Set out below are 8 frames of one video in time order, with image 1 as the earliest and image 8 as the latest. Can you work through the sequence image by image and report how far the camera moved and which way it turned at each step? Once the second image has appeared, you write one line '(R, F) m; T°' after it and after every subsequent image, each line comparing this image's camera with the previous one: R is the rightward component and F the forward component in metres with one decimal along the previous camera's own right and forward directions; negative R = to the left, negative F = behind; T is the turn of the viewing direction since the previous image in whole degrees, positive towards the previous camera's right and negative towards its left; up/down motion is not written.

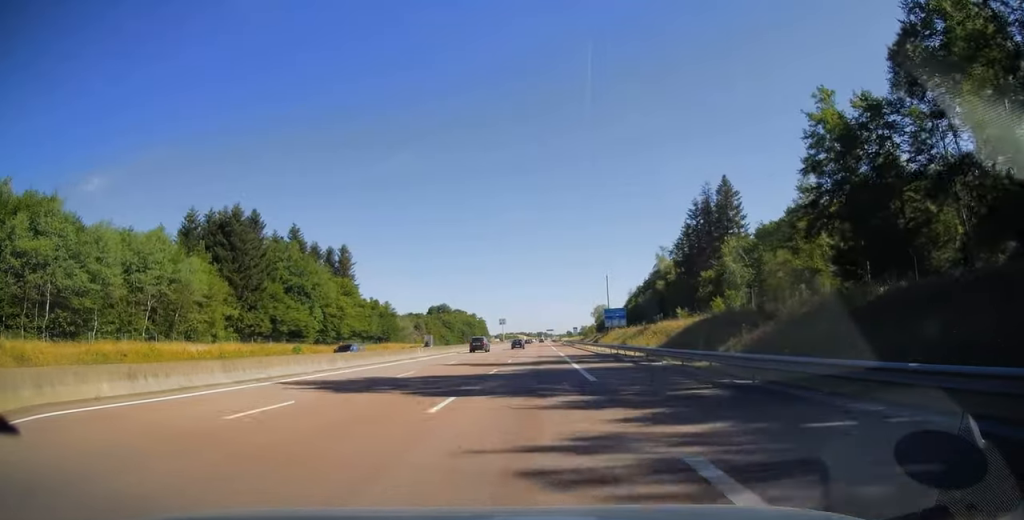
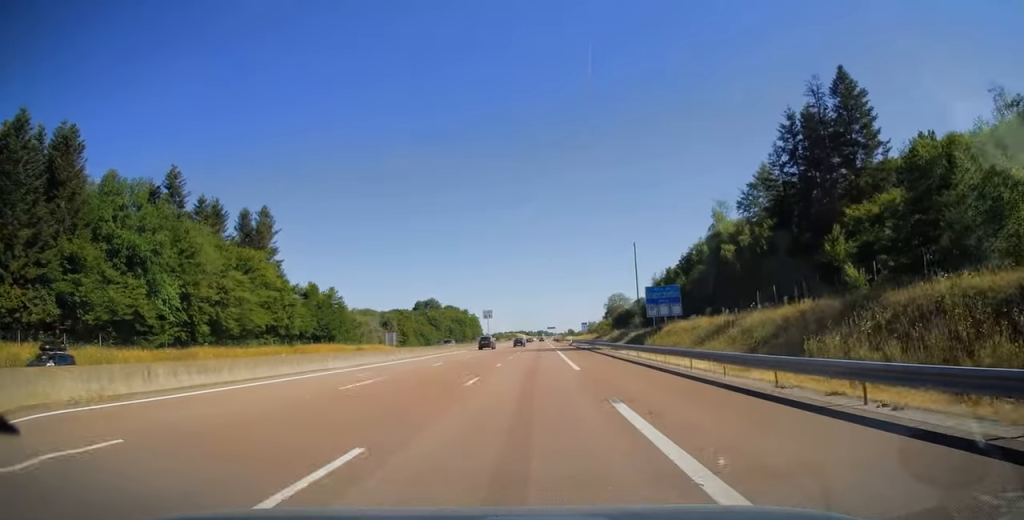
(+0.1, +45.9) m; 0°
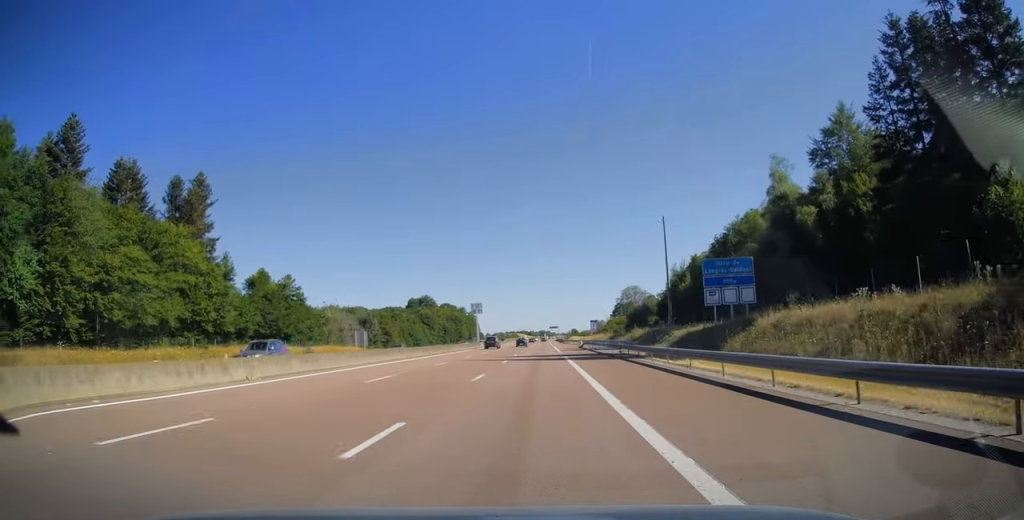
(0.0, +23.7) m; 0°
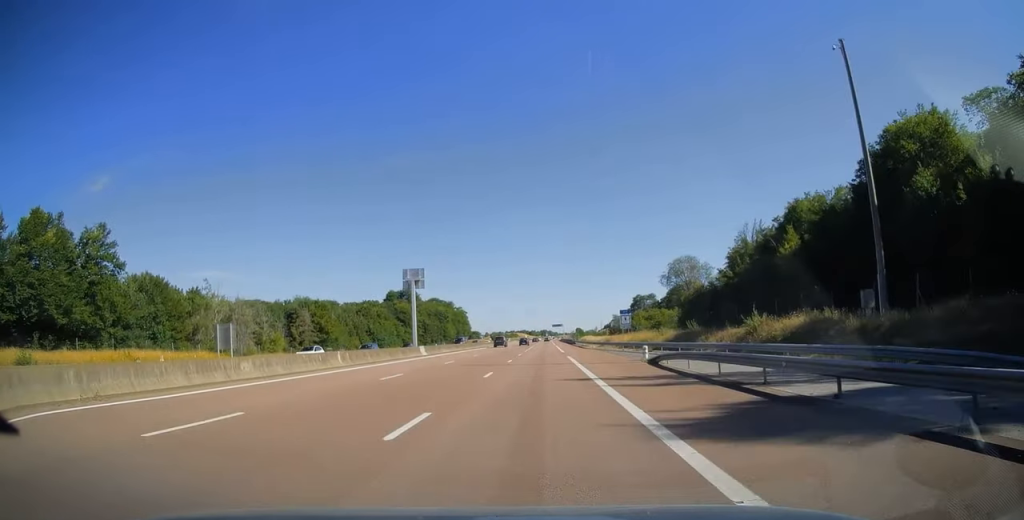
(-0.2, +50.9) m; 0°
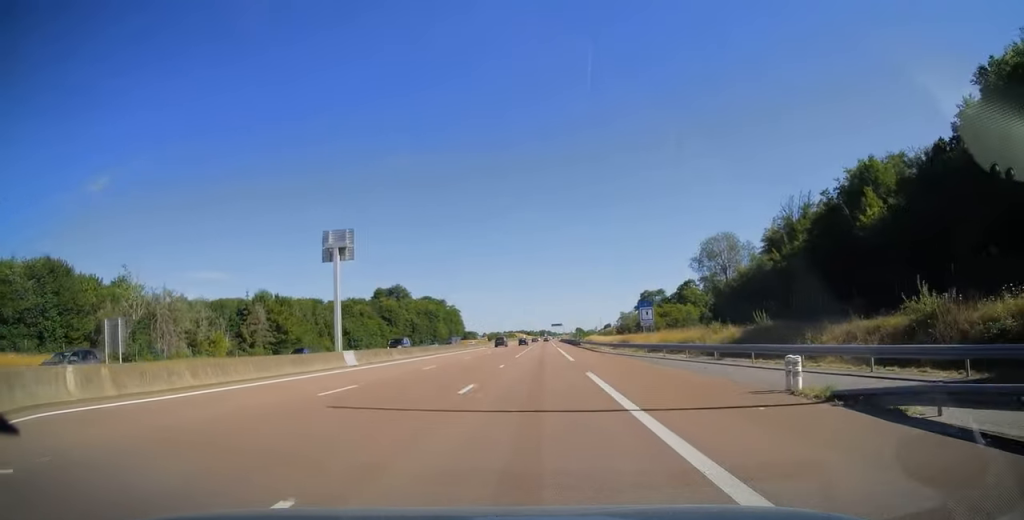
(0.0, +19.2) m; 0°
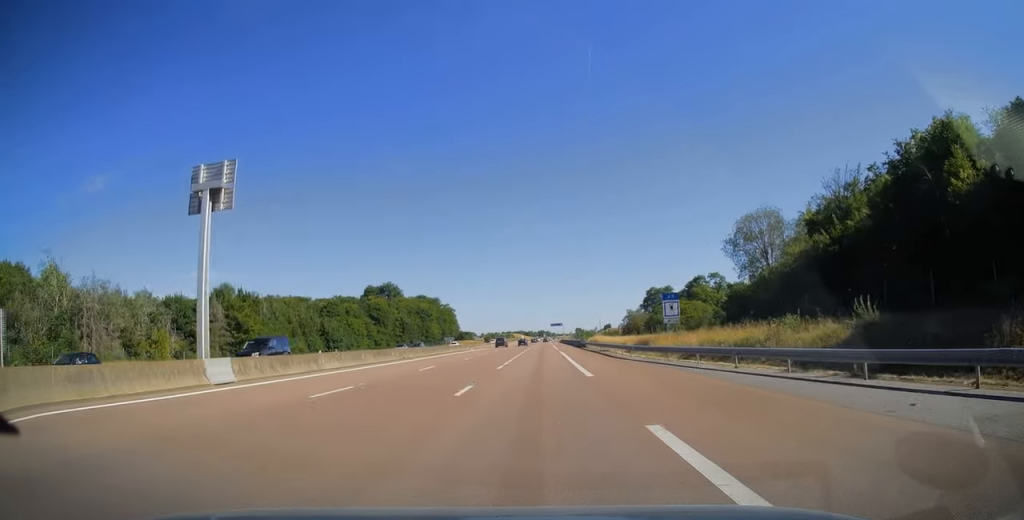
(0.0, +13.6) m; 0°
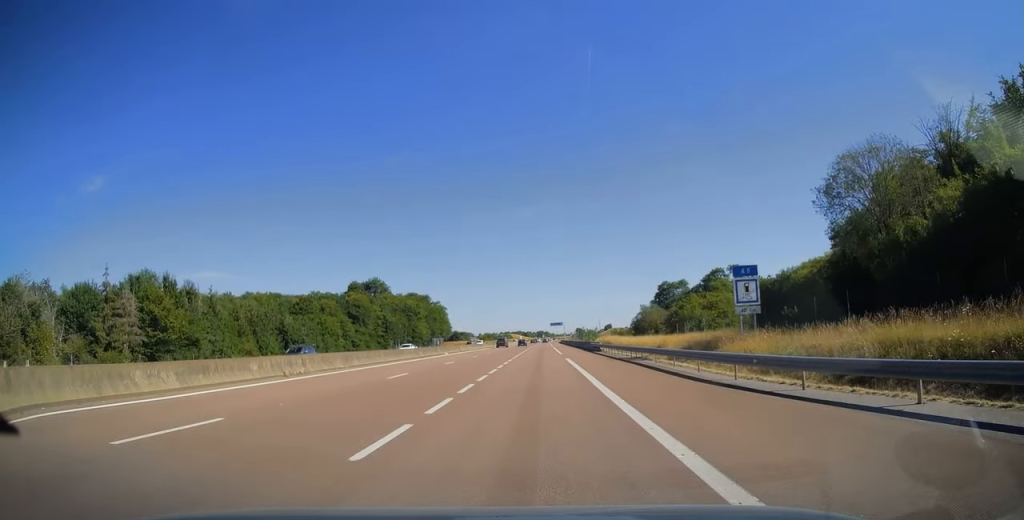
(0.0, +20.7) m; 0°
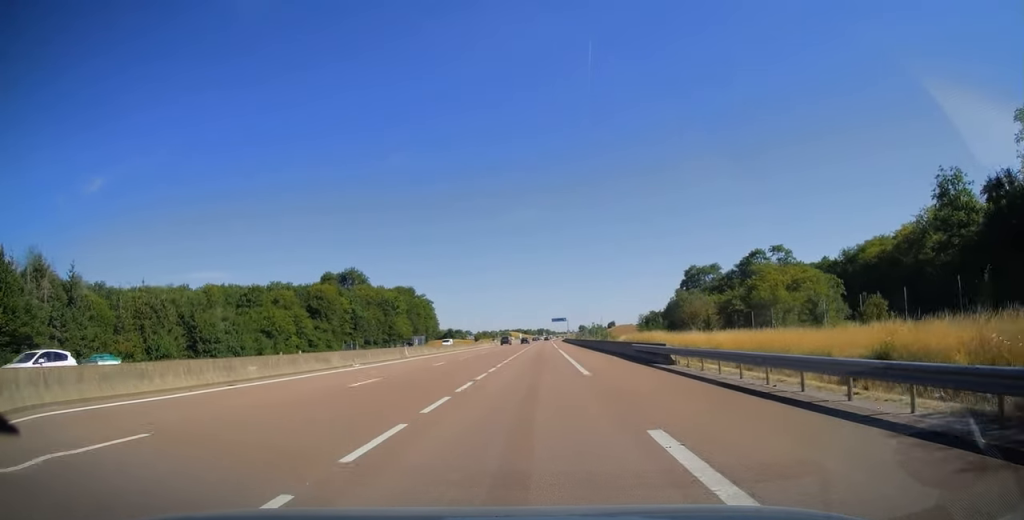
(0.0, +30.8) m; 0°
